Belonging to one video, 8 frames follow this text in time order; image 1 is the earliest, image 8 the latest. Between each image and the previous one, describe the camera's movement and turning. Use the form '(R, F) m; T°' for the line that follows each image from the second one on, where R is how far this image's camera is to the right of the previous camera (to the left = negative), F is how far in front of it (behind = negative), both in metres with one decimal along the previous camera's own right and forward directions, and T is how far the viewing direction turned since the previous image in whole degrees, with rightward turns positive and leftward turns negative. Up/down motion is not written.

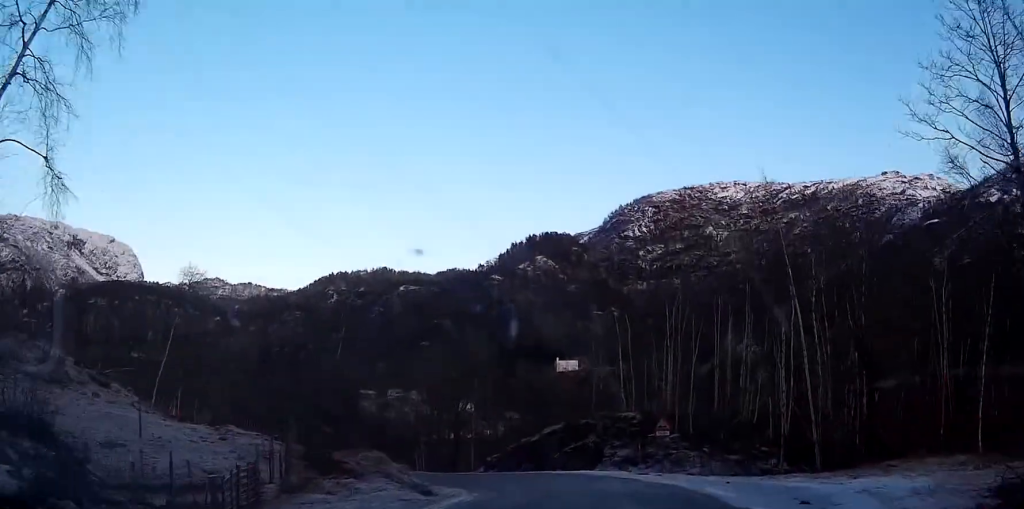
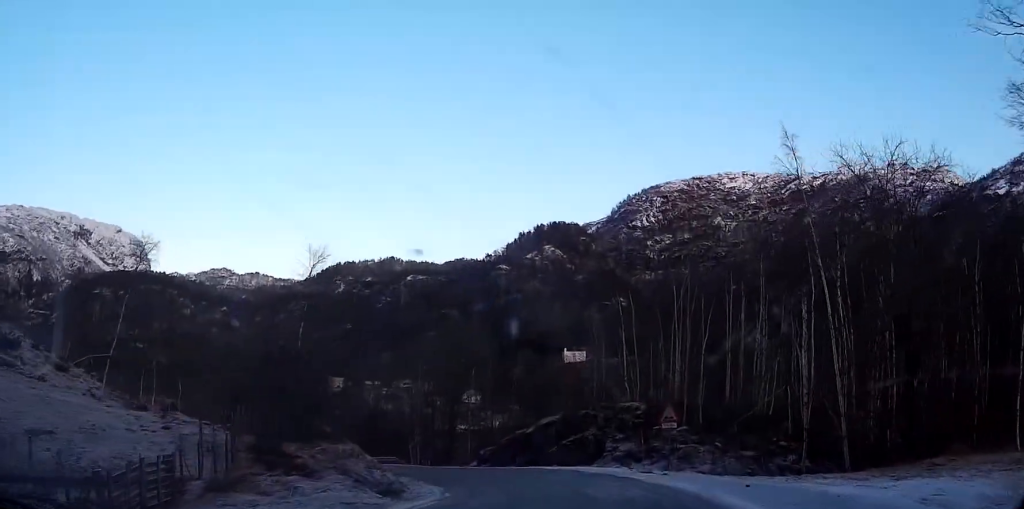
(0.0, +4.5) m; -2°
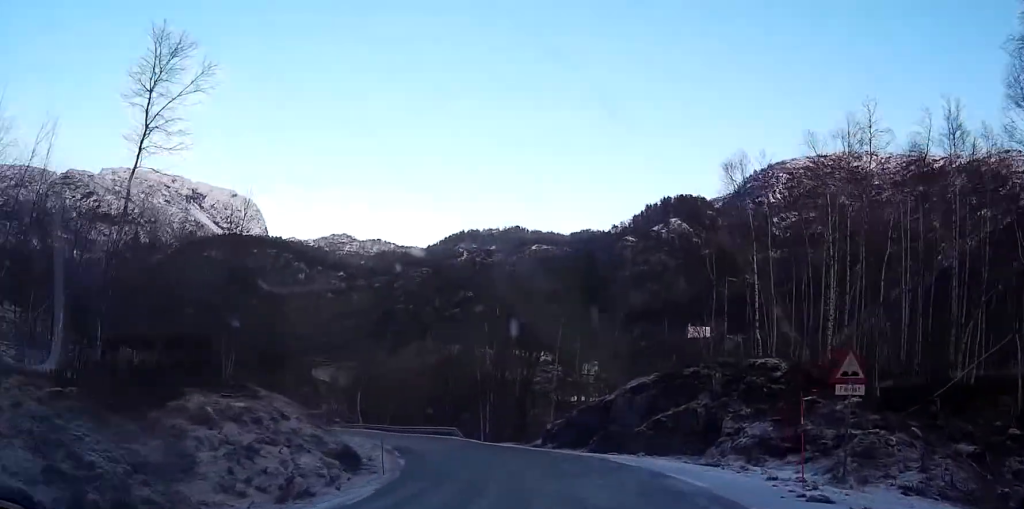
(-1.7, +17.3) m; -10°
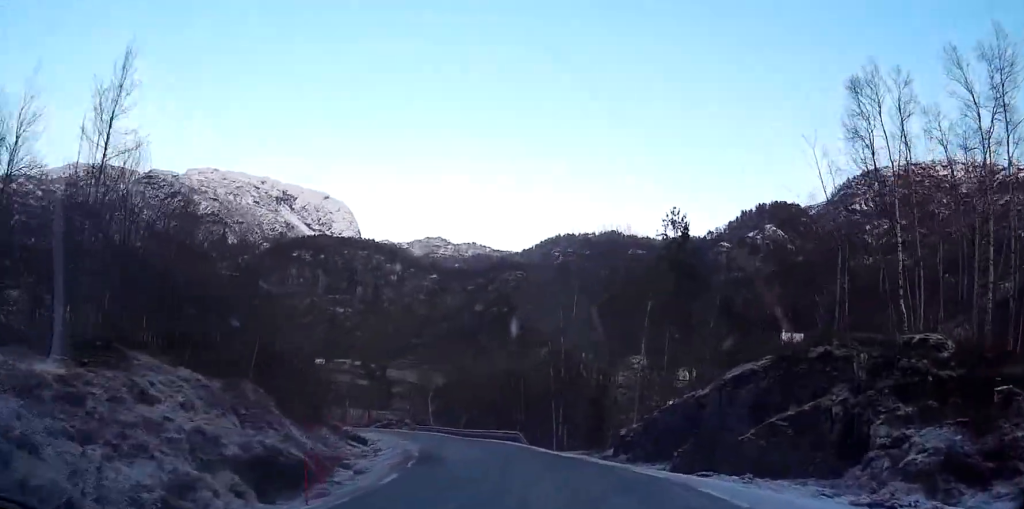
(-0.3, +9.7) m; -8°
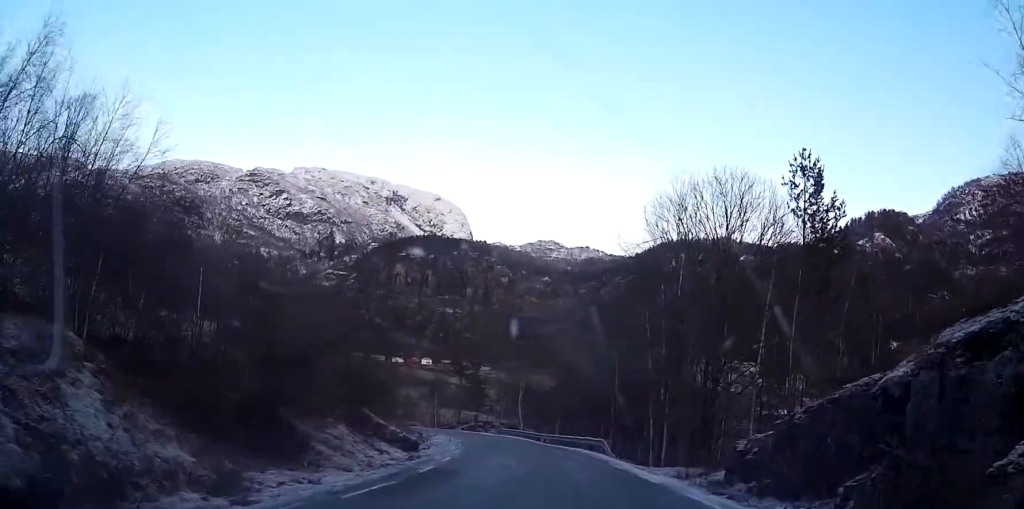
(-1.4, +11.2) m; -10°
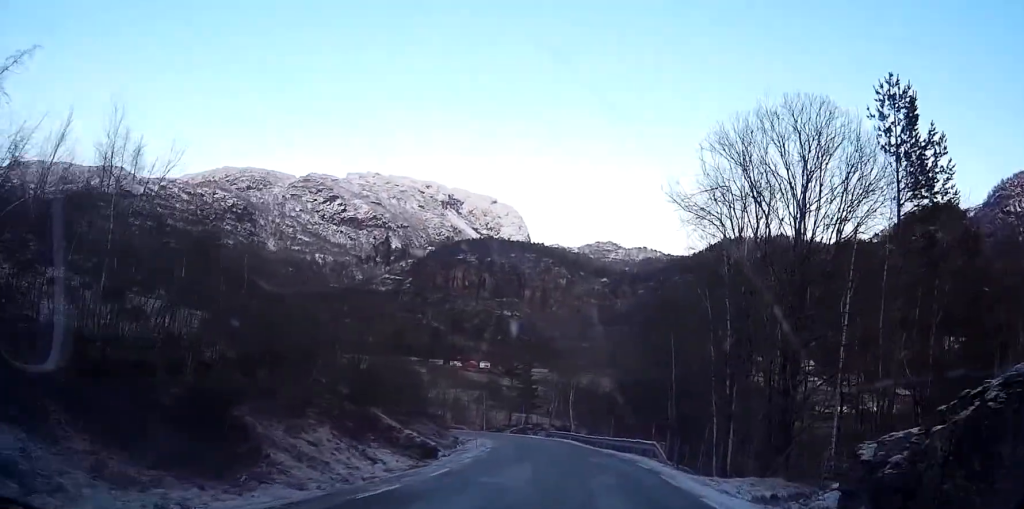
(-0.5, +7.3) m; -2°
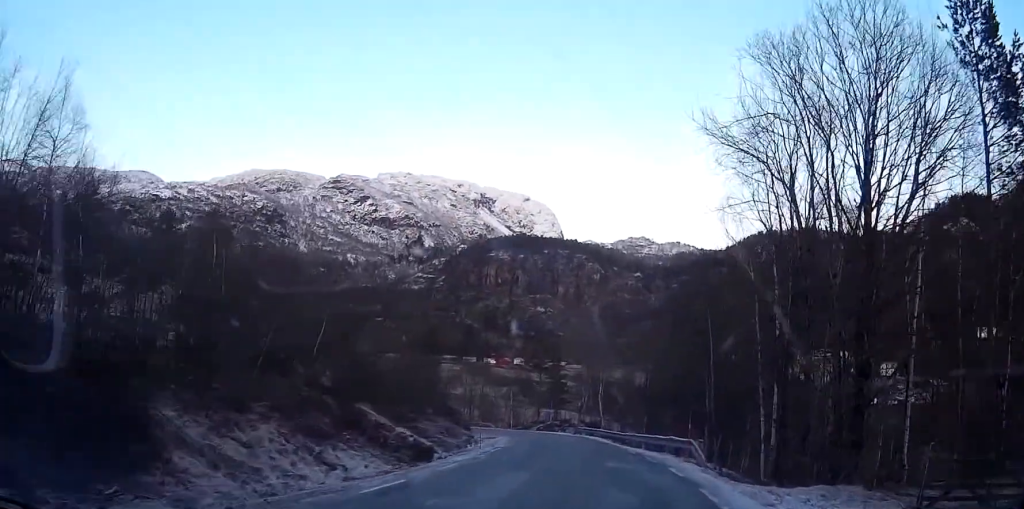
(+0.2, +6.1) m; 0°
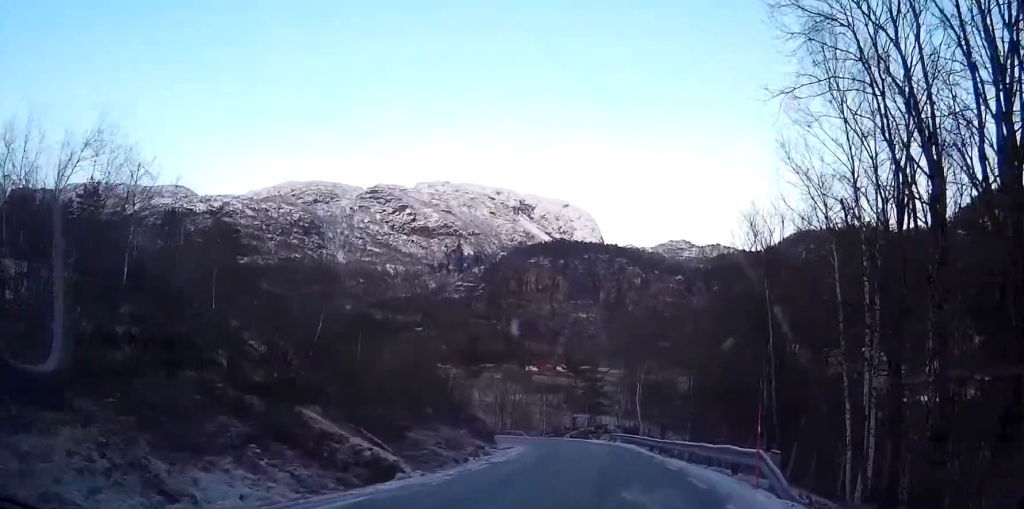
(-0.1, +8.9) m; -1°
